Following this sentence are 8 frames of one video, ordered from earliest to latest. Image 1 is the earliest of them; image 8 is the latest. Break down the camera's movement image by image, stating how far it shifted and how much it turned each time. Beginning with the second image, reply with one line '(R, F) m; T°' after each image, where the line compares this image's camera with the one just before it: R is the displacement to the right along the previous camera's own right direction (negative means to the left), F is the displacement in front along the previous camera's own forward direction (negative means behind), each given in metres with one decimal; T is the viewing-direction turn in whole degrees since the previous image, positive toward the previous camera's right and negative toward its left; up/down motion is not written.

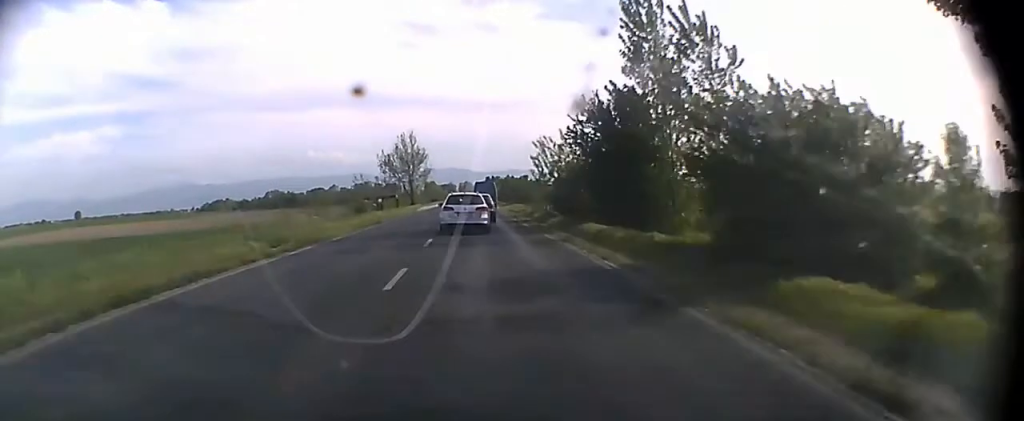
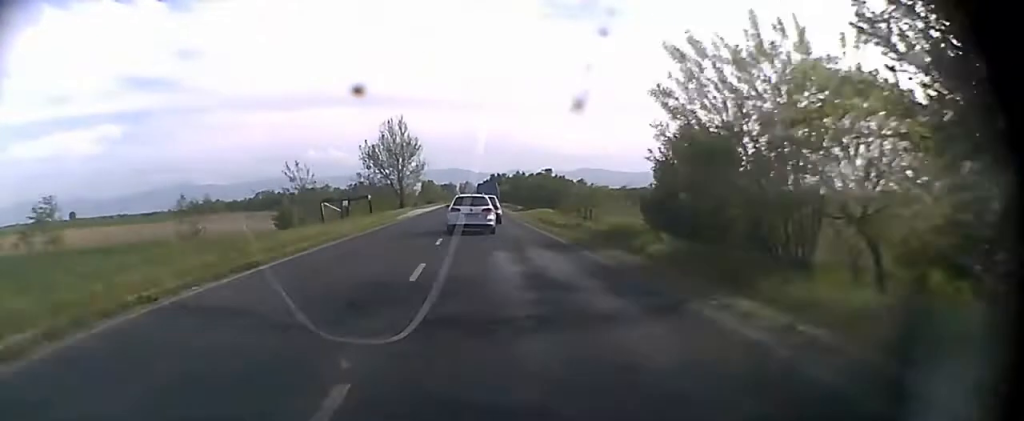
(0.0, +25.5) m; 0°
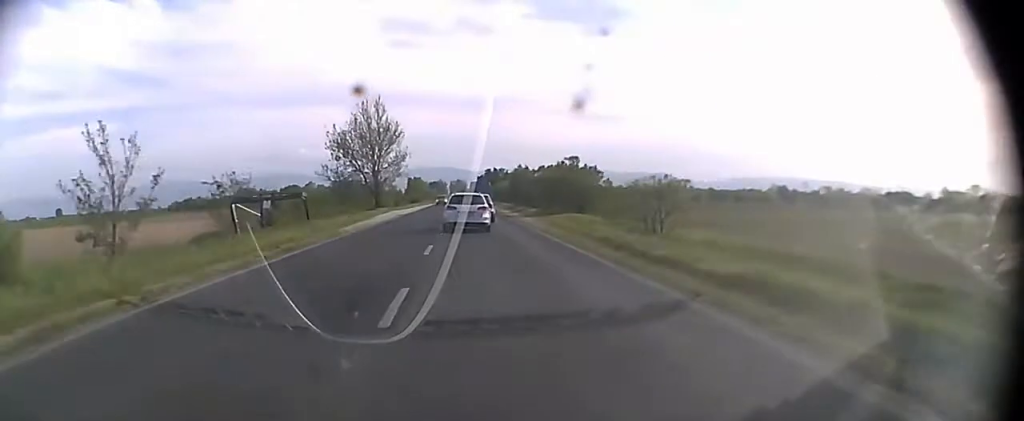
(0.0, +21.7) m; 0°
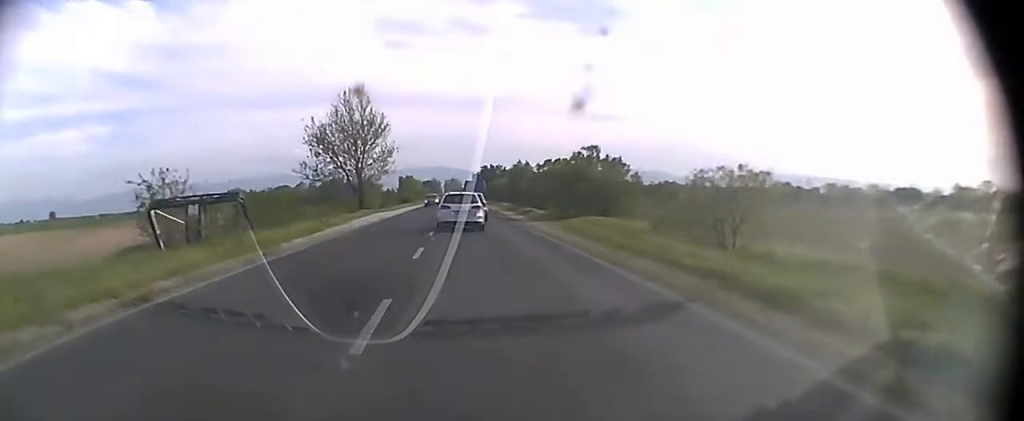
(0.0, +9.9) m; 0°
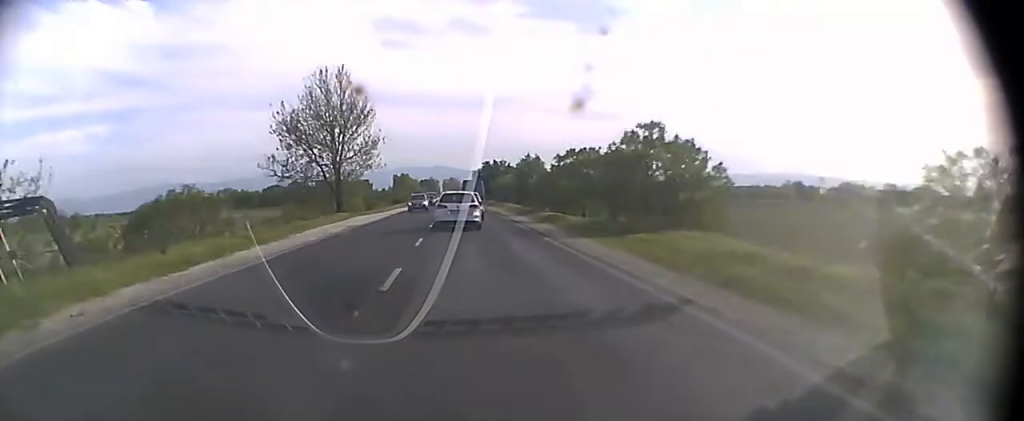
(+0.1, +13.9) m; 0°
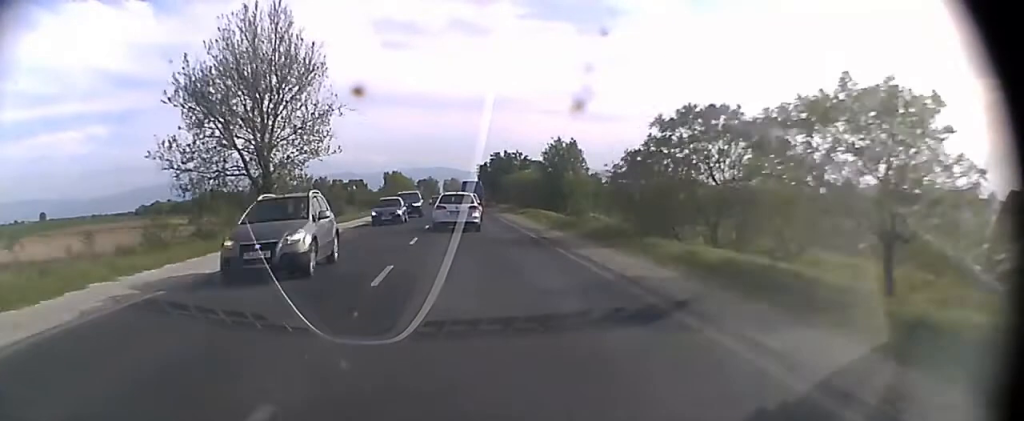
(+0.1, +25.9) m; 0°
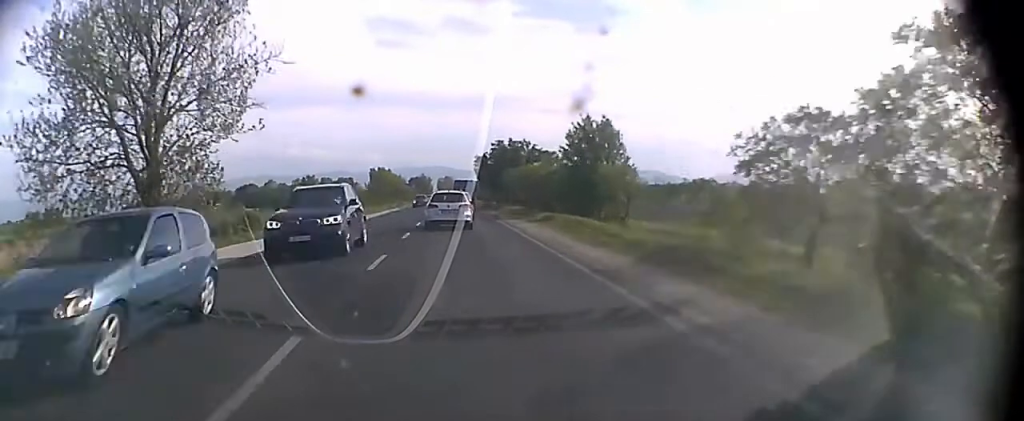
(0.0, +15.9) m; 0°
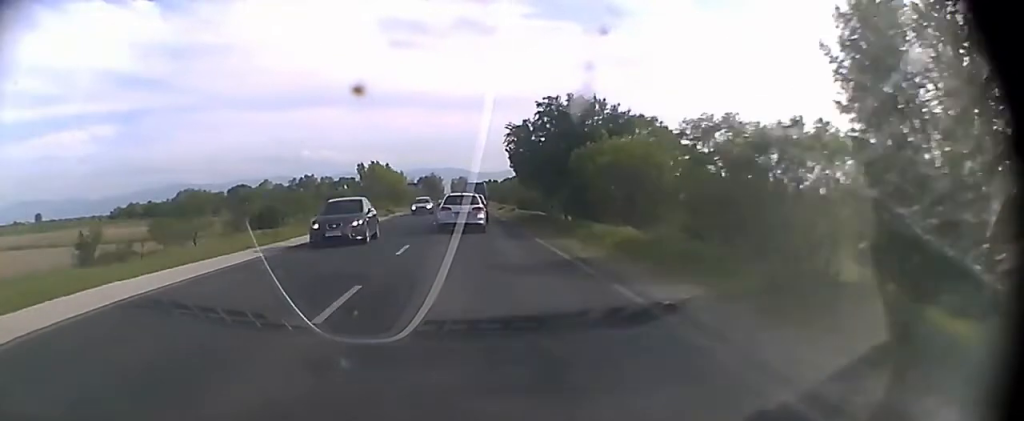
(-0.1, +31.9) m; -1°
